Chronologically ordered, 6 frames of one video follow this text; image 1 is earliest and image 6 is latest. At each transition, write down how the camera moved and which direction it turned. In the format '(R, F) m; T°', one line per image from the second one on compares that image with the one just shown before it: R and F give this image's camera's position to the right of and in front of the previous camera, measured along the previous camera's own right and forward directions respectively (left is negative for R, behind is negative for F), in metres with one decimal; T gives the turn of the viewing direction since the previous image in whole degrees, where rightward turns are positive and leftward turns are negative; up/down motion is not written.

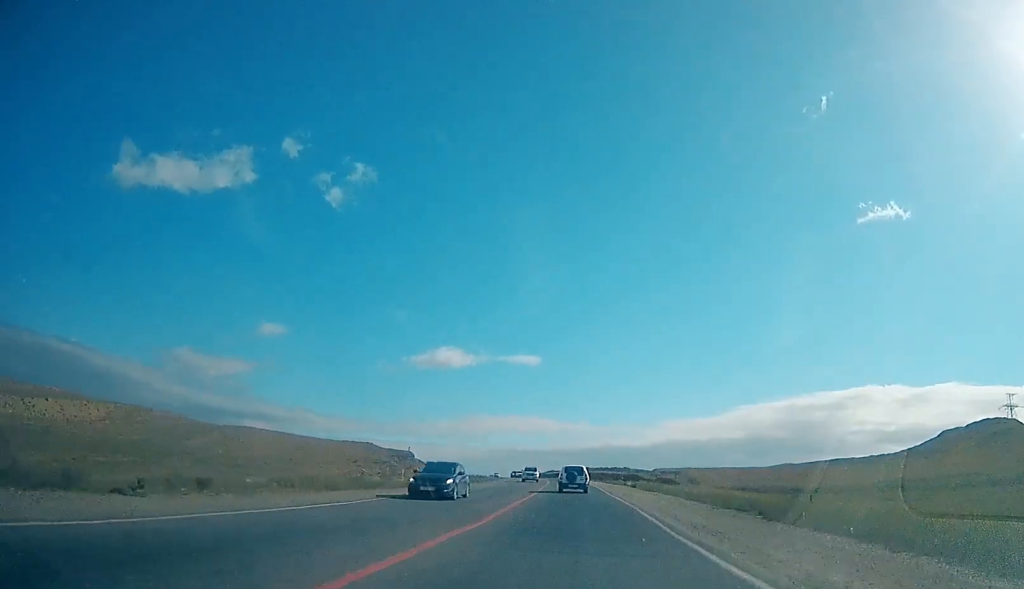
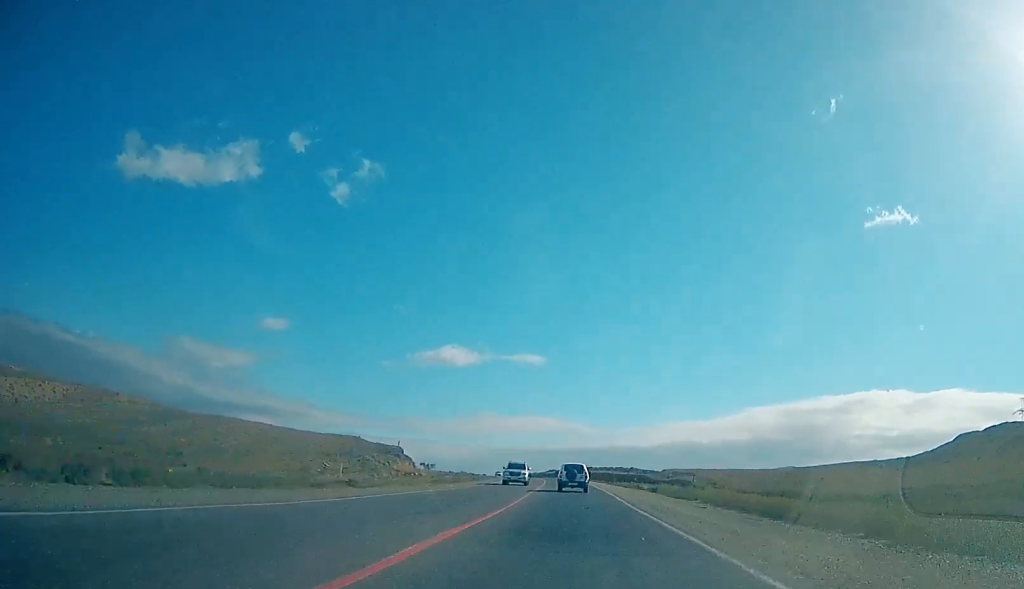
(0.0, +12.7) m; 0°
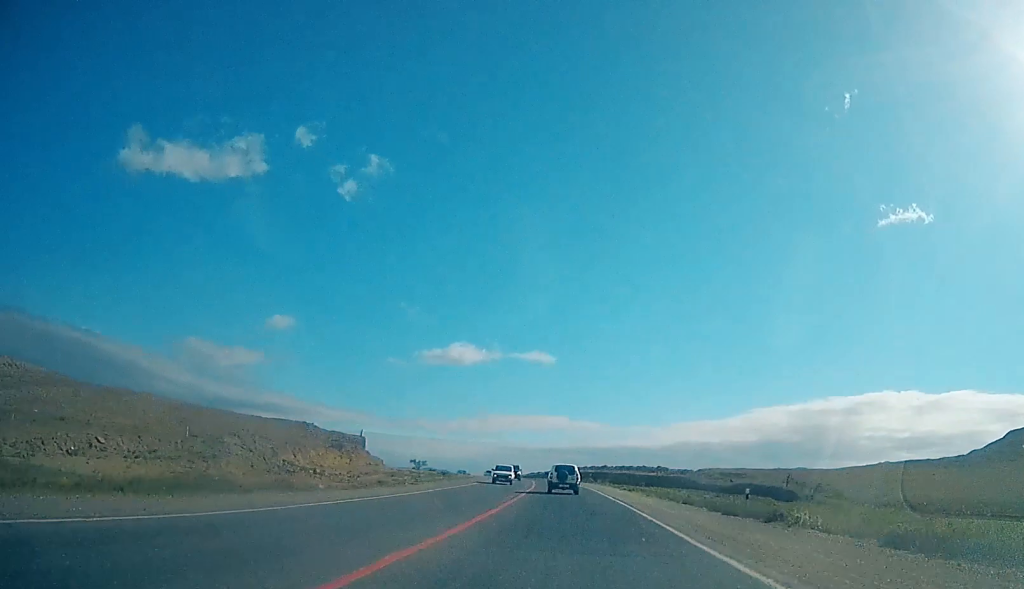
(0.0, +36.1) m; 0°
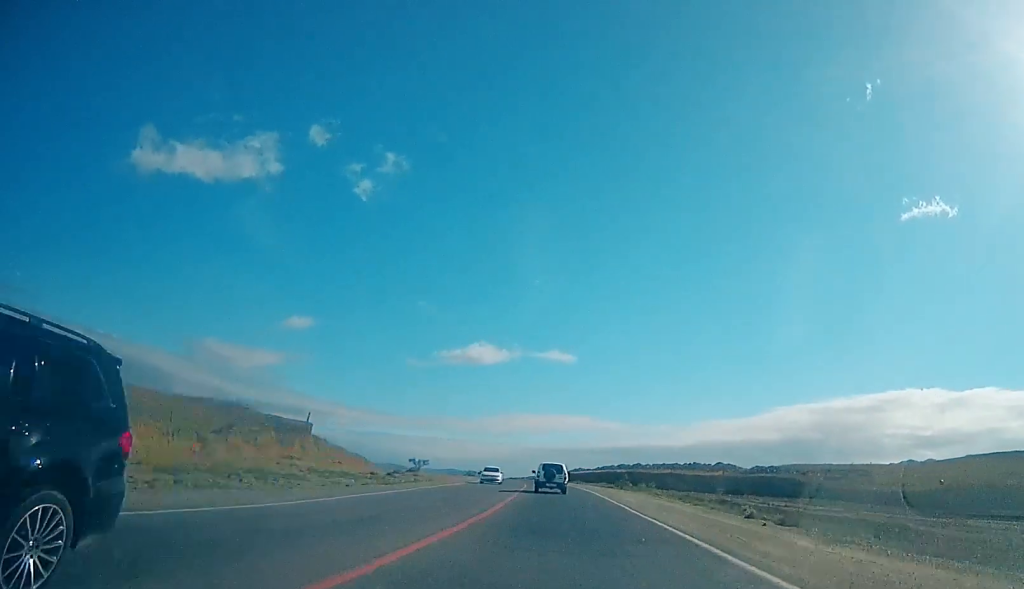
(+0.1, +35.4) m; 0°
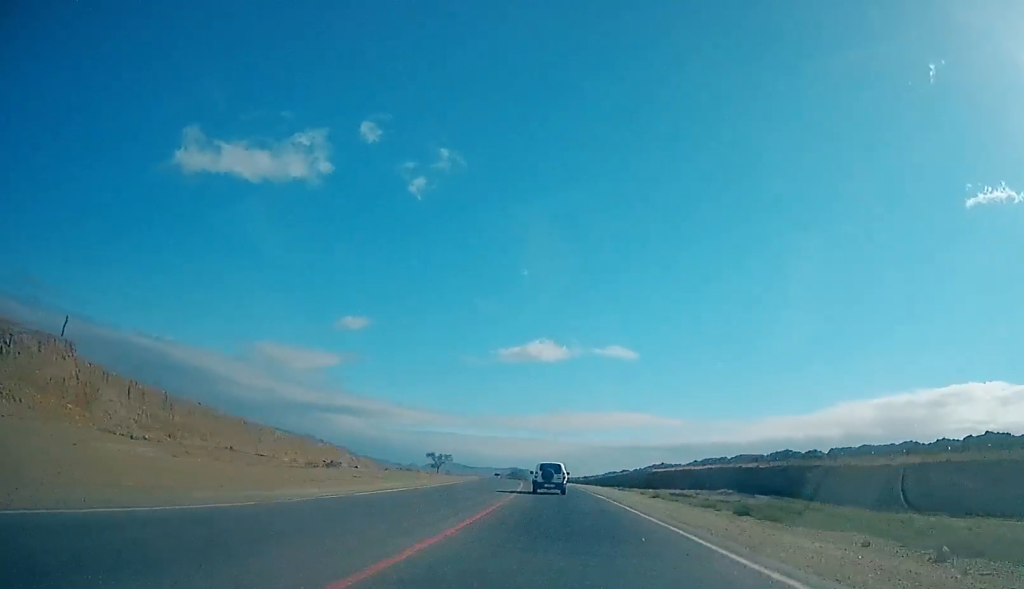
(-4.0, +59.6) m; -6°
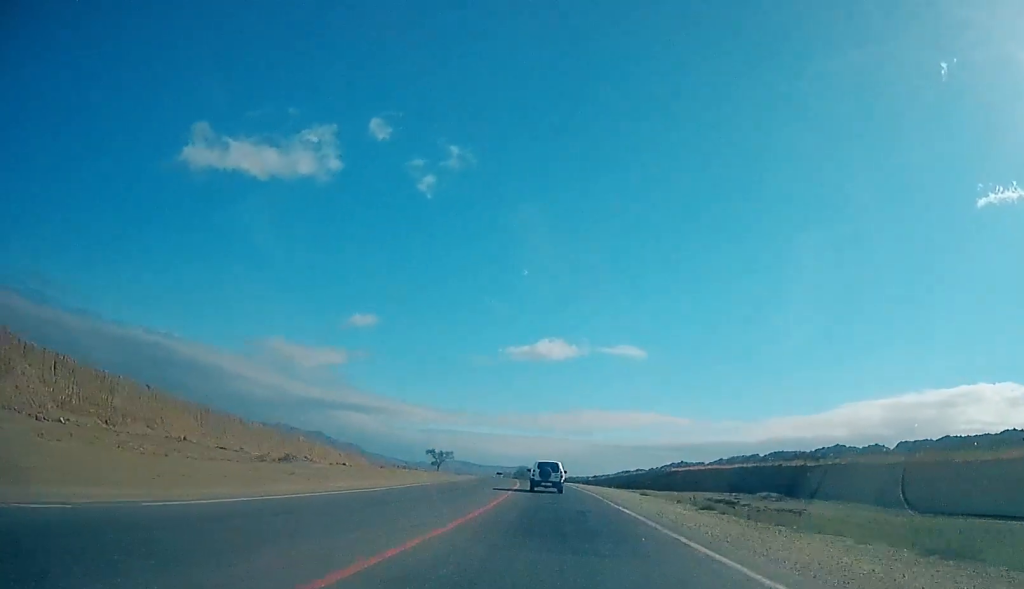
(0.0, +11.0) m; 0°
